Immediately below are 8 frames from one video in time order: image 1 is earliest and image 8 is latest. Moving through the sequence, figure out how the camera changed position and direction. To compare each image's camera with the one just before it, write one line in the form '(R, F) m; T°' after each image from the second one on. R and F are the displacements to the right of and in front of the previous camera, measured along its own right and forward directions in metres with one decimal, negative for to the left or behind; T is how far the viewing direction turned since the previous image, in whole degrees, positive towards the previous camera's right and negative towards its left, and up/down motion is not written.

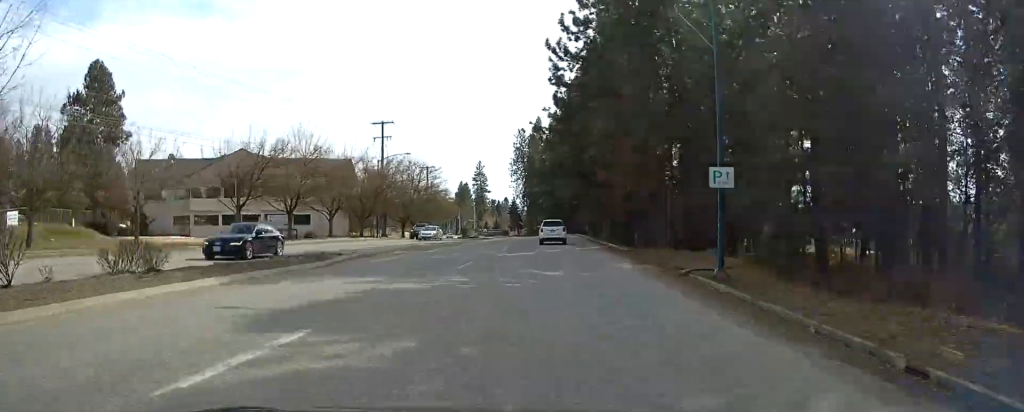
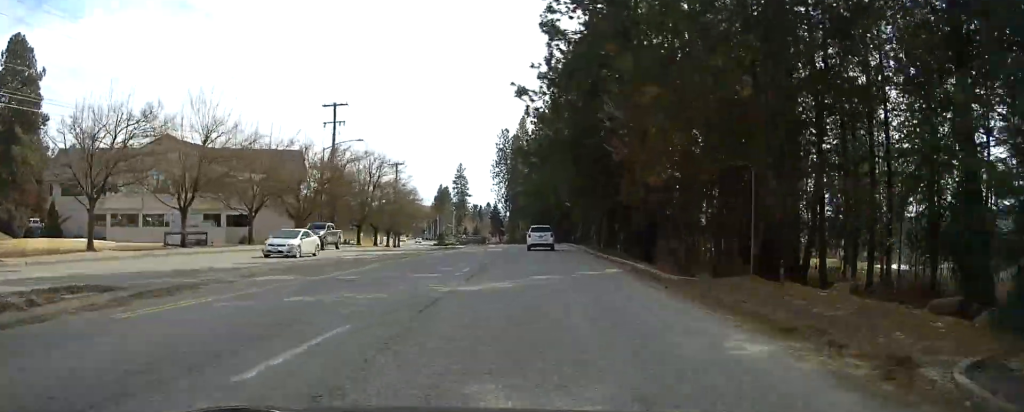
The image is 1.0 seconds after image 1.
(+0.2, +14.9) m; +1°
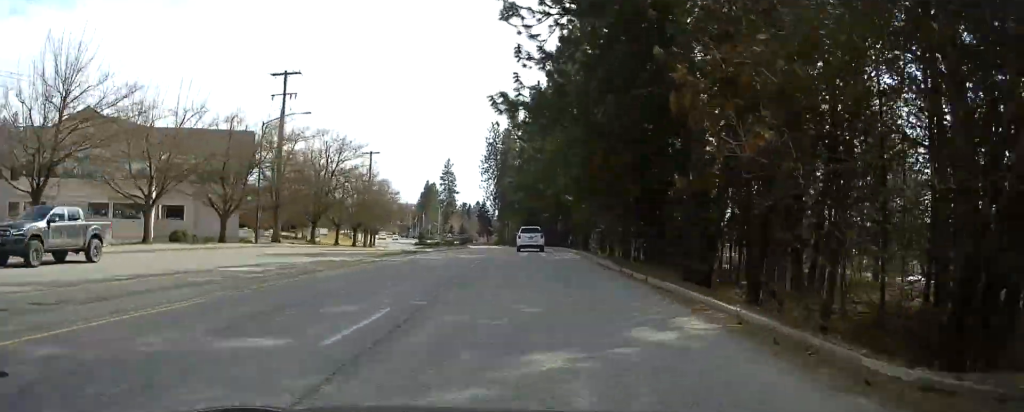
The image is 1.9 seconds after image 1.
(+0.2, +12.7) m; 0°
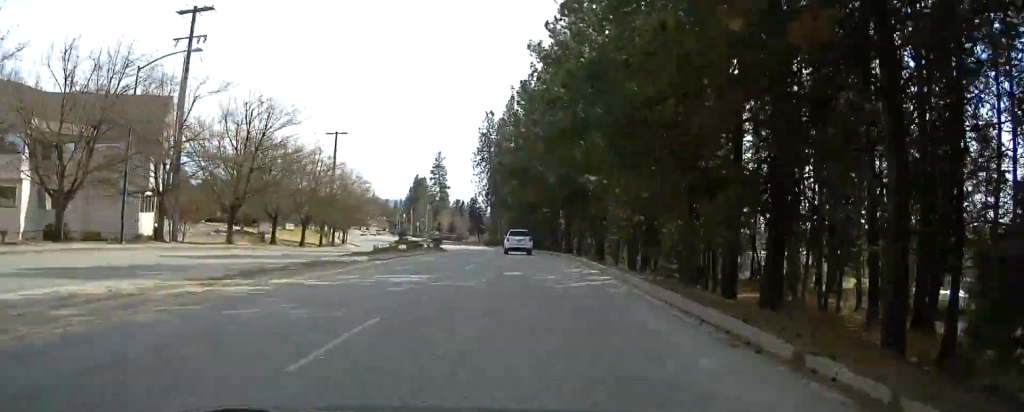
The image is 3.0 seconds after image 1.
(+0.1, +16.5) m; 0°
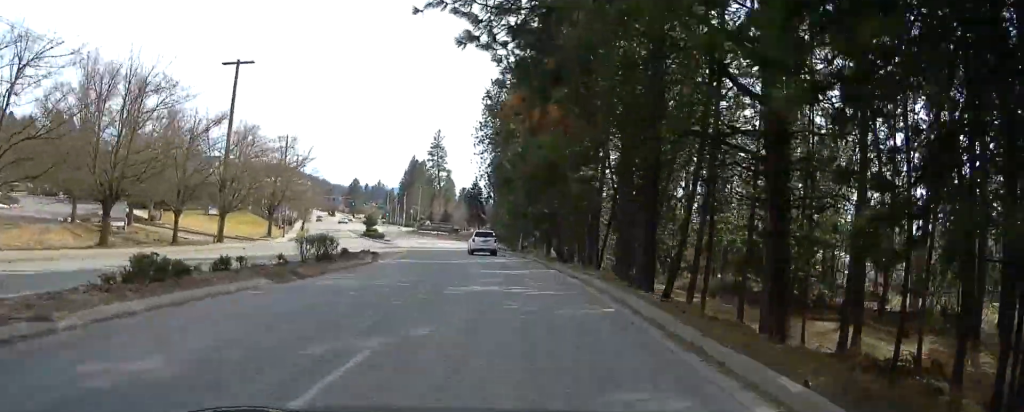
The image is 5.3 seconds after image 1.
(-0.2, +32.4) m; -2°
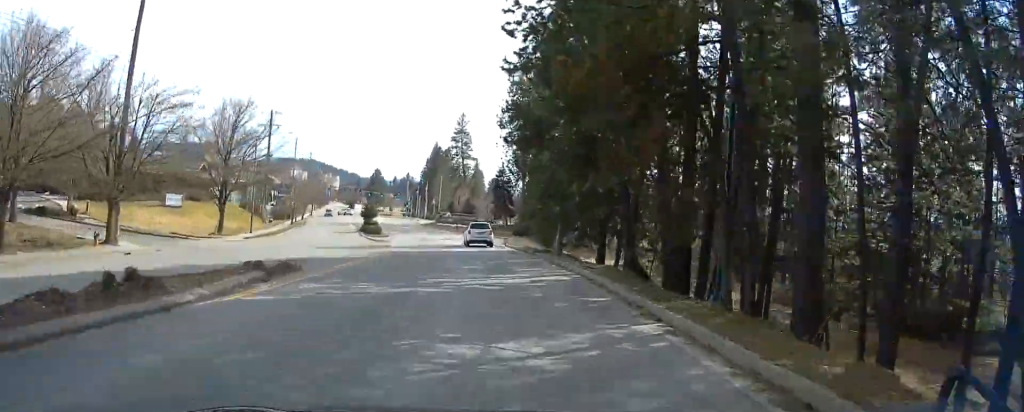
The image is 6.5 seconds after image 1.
(+0.2, +17.8) m; -2°
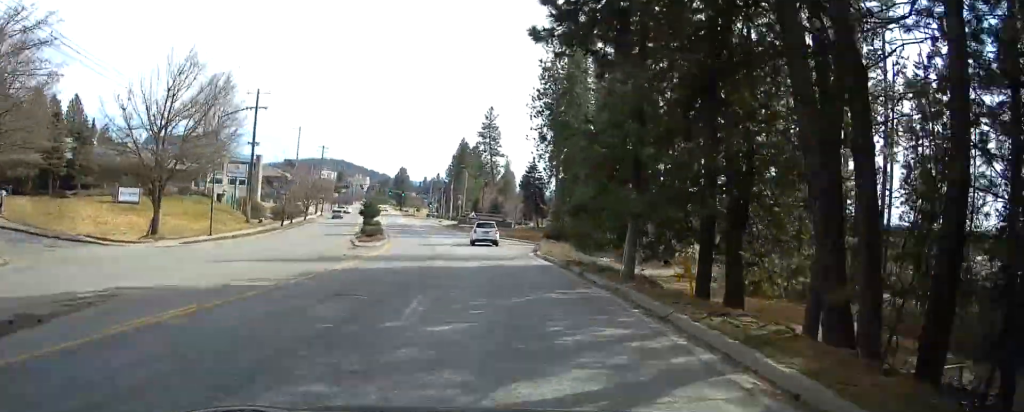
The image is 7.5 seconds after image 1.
(-0.6, +13.9) m; -2°
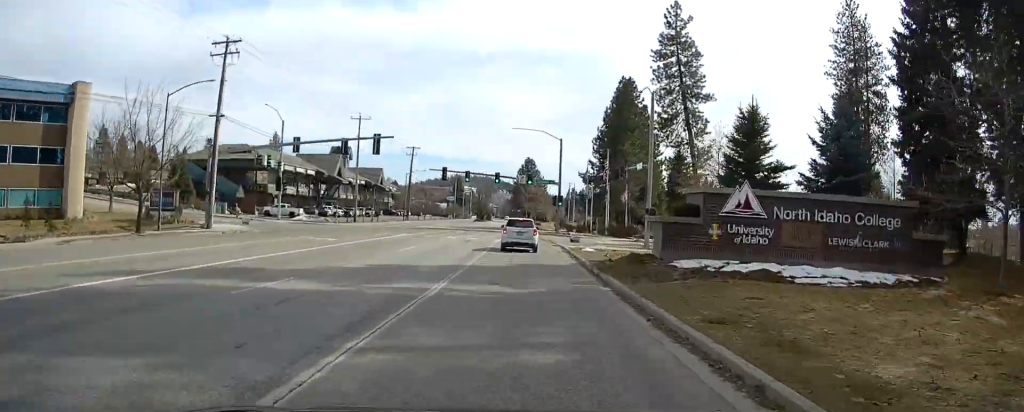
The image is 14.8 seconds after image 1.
(-11.9, +91.6) m; -13°
